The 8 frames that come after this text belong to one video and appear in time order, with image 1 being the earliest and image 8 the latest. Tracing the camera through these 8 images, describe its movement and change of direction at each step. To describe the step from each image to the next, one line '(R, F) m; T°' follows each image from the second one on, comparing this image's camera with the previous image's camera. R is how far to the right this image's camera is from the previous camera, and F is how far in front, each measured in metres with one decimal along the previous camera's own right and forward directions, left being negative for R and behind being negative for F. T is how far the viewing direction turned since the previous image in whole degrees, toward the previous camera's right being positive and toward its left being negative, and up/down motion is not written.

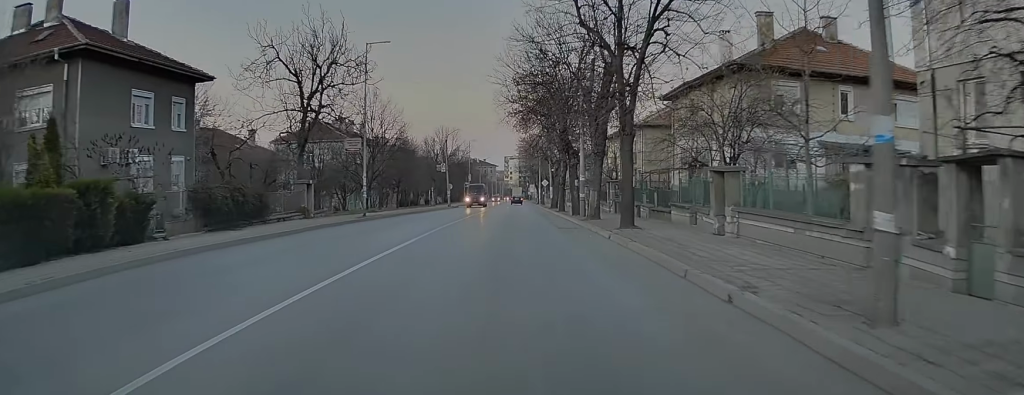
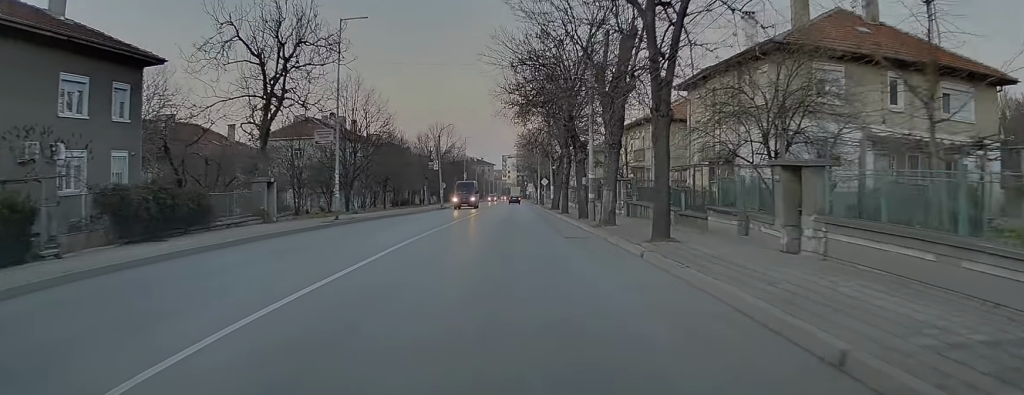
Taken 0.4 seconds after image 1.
(+0.1, +5.2) m; +1°
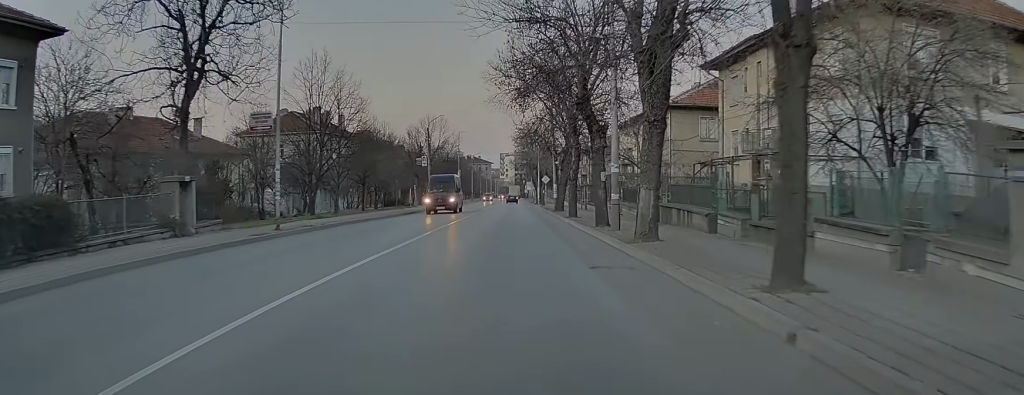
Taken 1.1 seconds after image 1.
(+0.2, +7.6) m; +1°
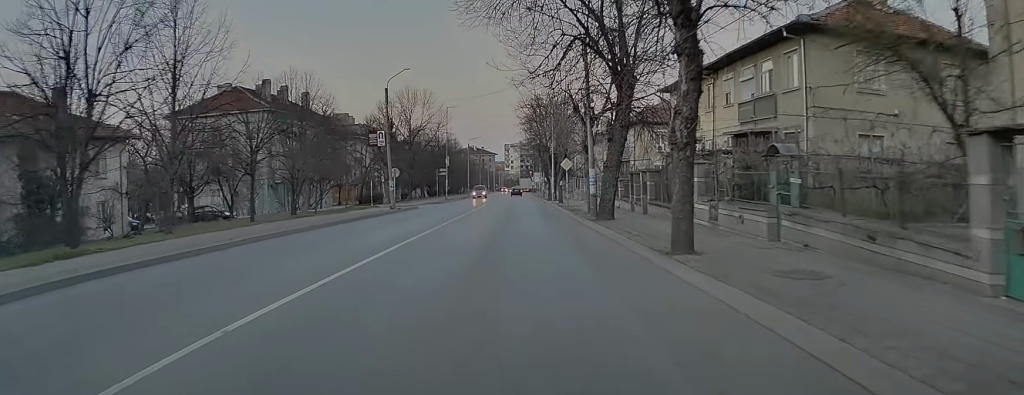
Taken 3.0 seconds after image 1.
(-0.4, +22.7) m; -1°
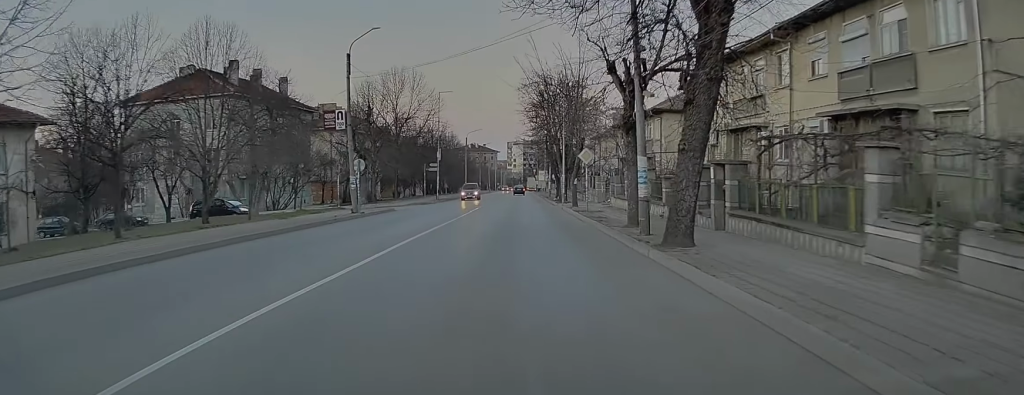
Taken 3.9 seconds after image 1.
(+0.2, +10.9) m; +1°
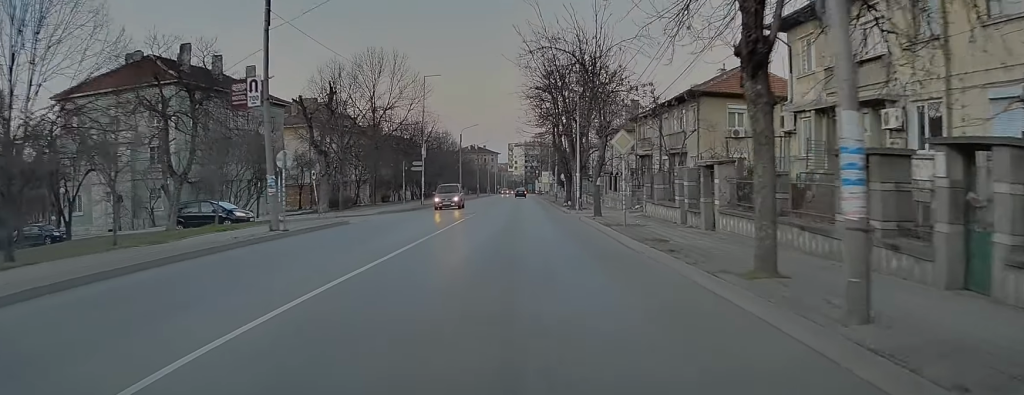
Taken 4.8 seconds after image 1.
(0.0, +11.3) m; 0°
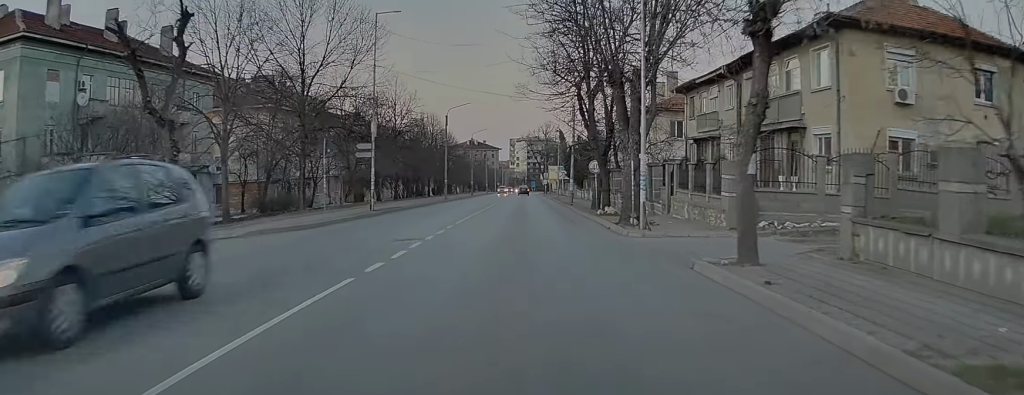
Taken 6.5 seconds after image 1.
(-0.1, +19.9) m; 0°
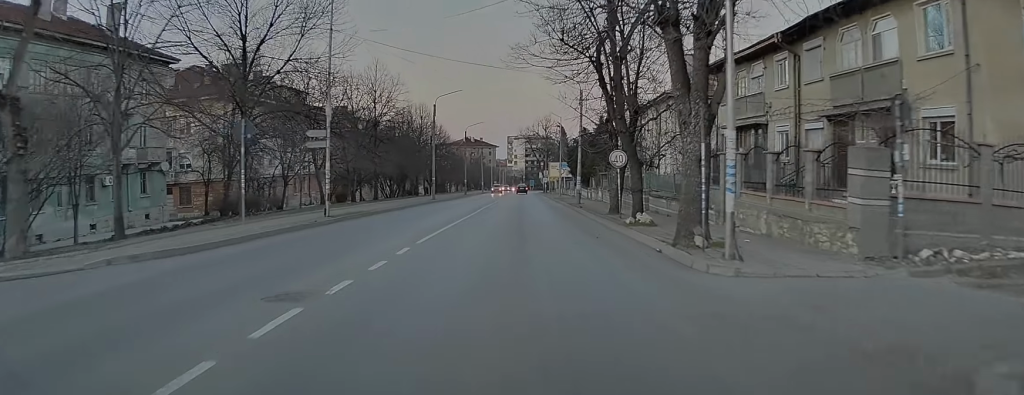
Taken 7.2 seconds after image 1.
(+0.1, +8.2) m; 0°
